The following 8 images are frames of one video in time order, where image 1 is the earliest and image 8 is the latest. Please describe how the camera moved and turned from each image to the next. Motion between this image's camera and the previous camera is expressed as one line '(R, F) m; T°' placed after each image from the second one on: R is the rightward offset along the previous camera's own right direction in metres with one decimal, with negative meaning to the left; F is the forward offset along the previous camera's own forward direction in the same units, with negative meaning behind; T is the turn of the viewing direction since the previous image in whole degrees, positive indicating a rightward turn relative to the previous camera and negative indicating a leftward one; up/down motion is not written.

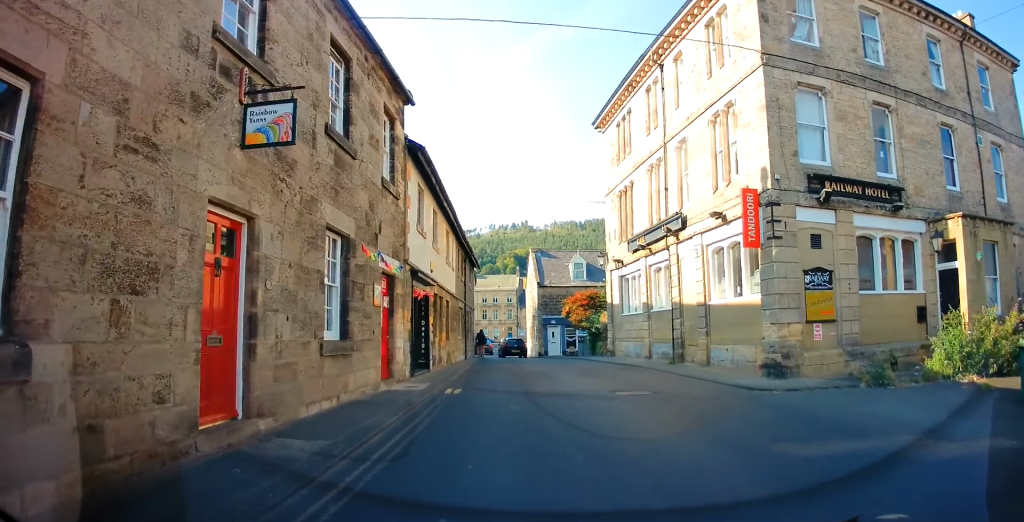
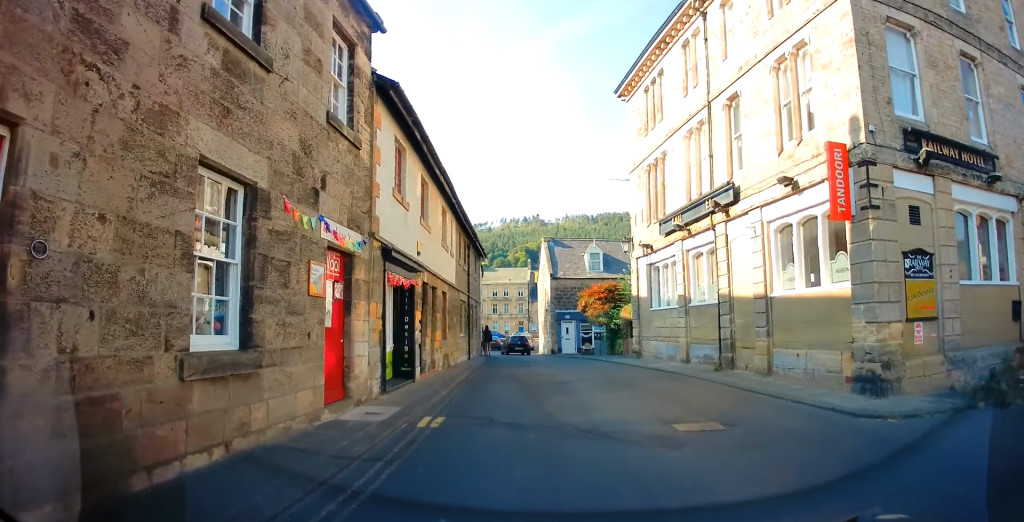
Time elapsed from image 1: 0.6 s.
(0.0, +3.4) m; -1°
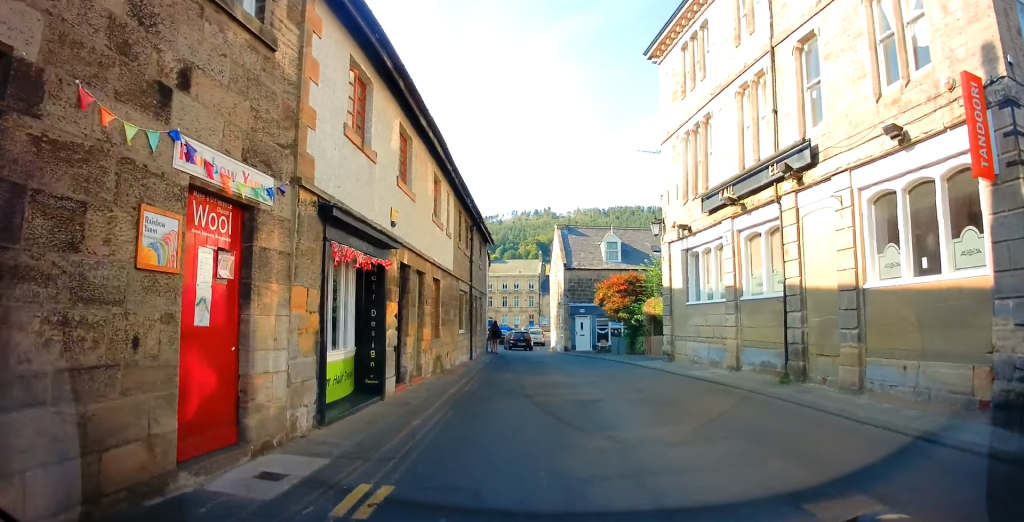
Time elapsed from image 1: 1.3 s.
(0.0, +3.4) m; 0°
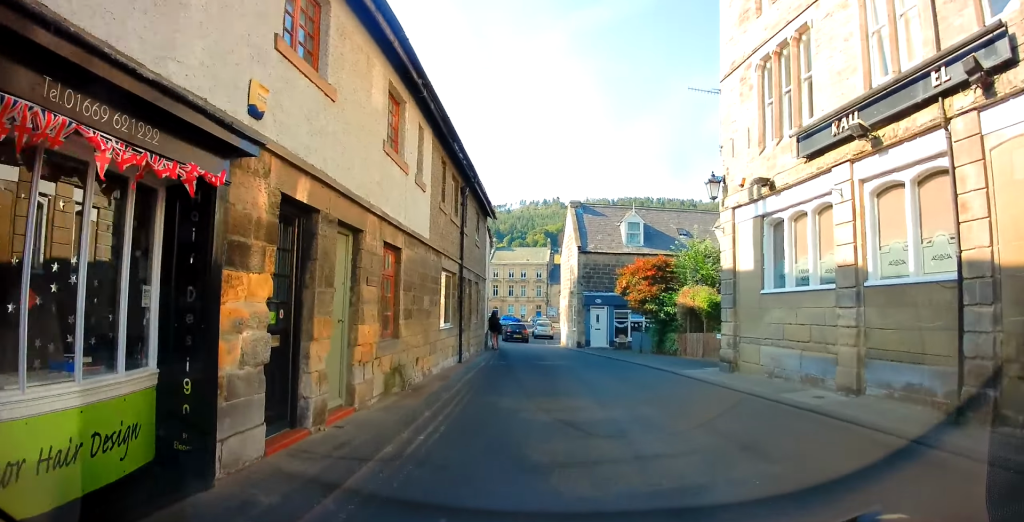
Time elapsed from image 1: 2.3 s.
(0.0, +5.3) m; +2°
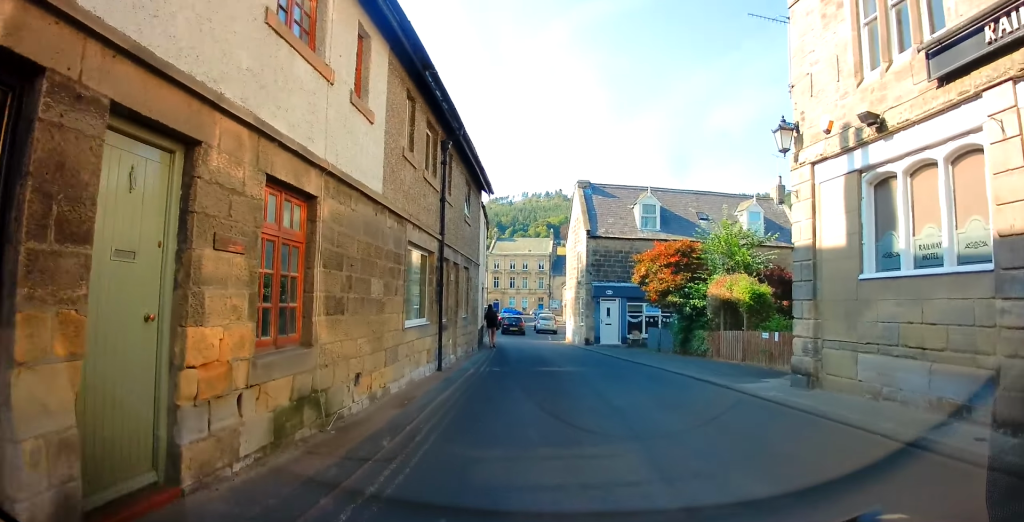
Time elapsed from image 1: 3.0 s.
(+0.3, +4.1) m; -1°
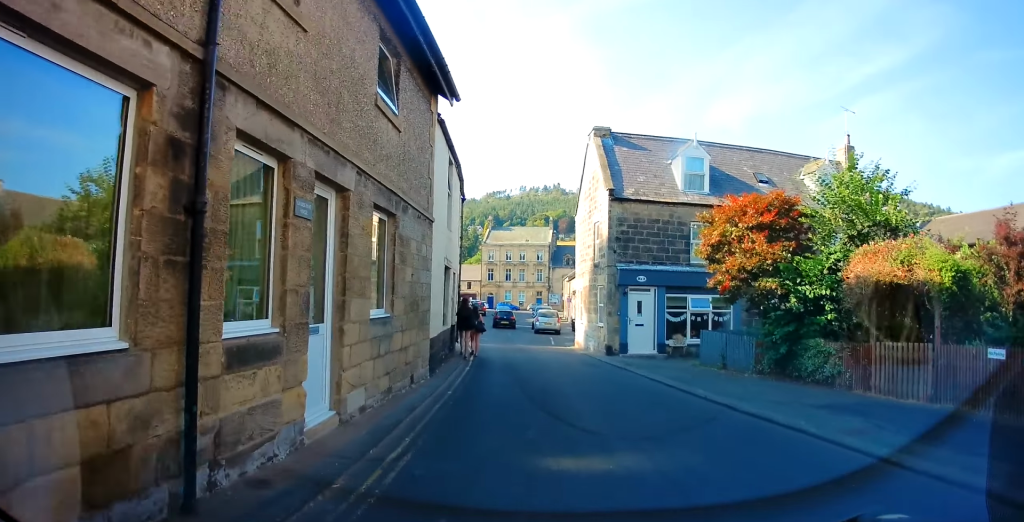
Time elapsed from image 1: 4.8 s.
(-0.7, +8.9) m; -5°
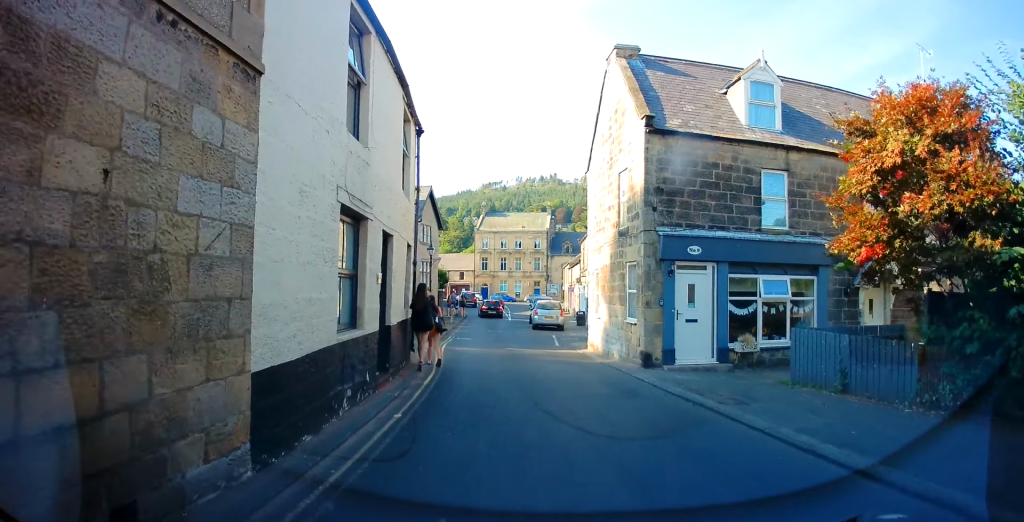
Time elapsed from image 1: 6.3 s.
(0.0, +6.7) m; +1°
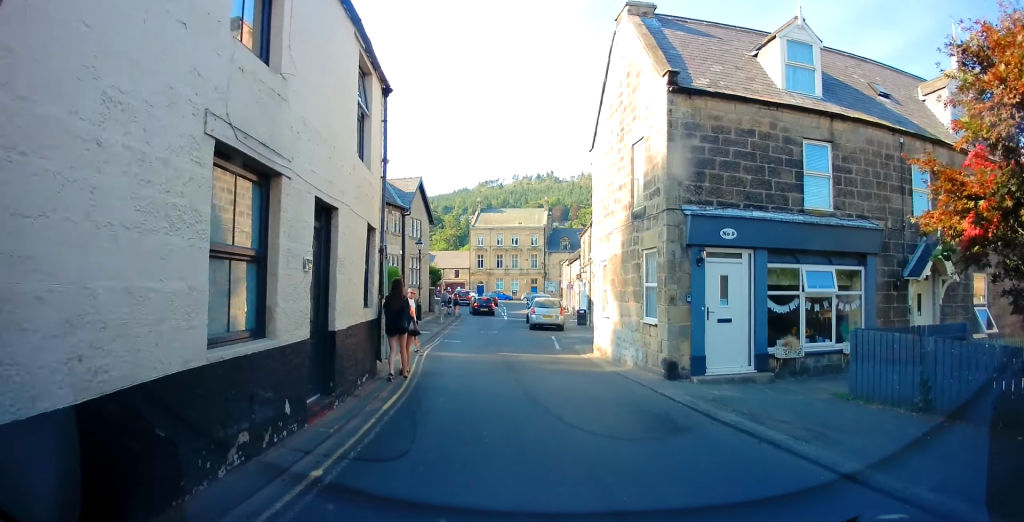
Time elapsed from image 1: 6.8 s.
(0.0, +2.5) m; +2°
